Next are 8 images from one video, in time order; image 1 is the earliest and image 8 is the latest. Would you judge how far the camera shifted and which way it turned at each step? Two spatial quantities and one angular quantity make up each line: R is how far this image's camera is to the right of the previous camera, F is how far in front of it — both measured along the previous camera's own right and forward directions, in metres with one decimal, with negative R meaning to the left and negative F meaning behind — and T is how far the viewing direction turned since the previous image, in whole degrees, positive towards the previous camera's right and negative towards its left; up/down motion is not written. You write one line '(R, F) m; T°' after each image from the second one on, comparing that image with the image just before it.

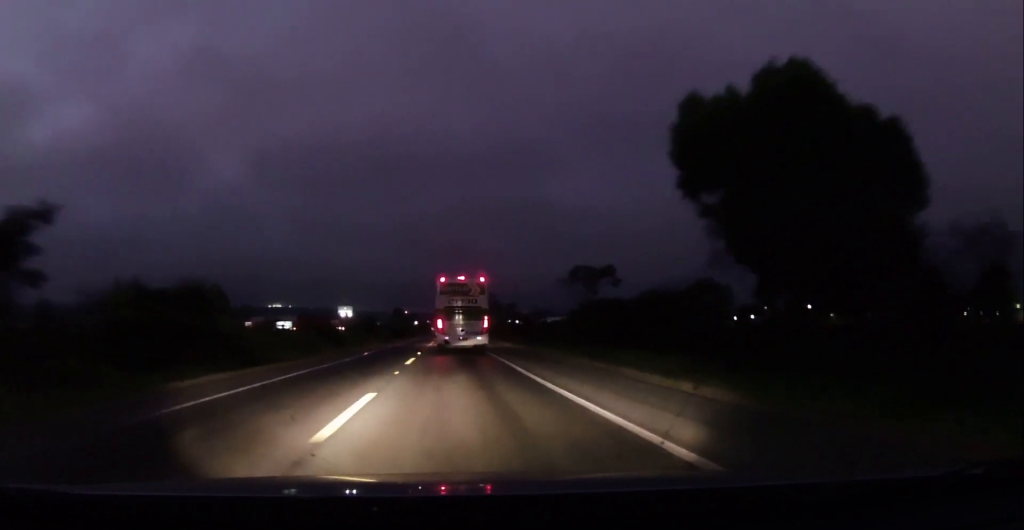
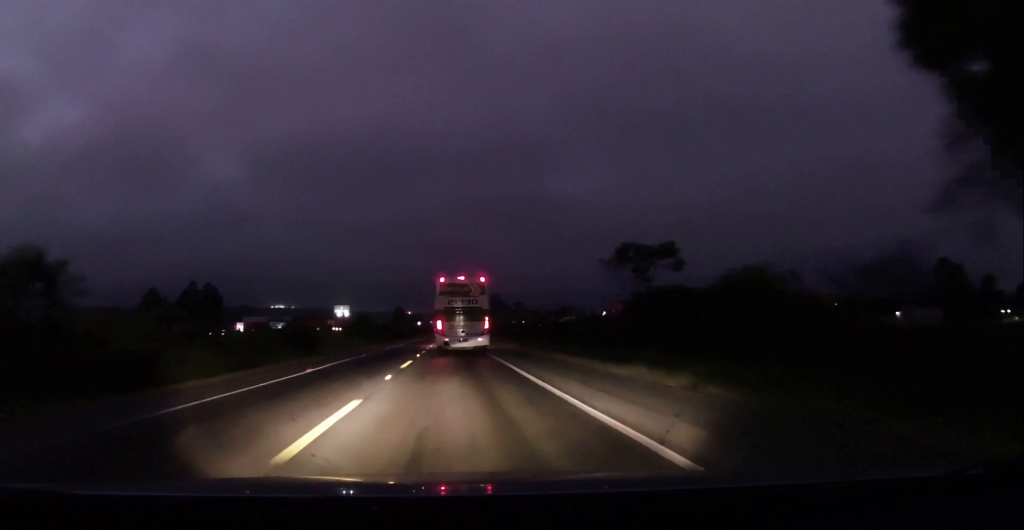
(+0.3, +16.6) m; +1°
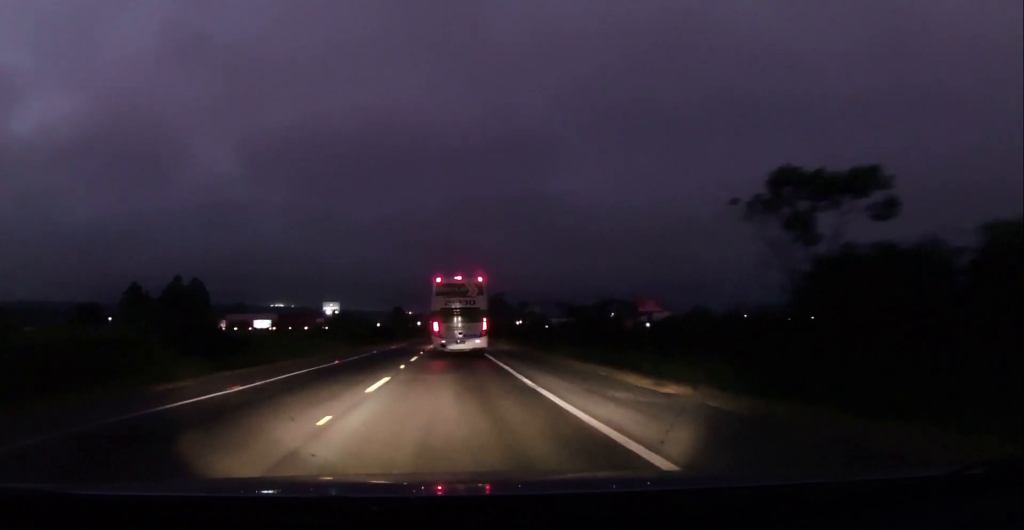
(+0.1, +23.6) m; +1°
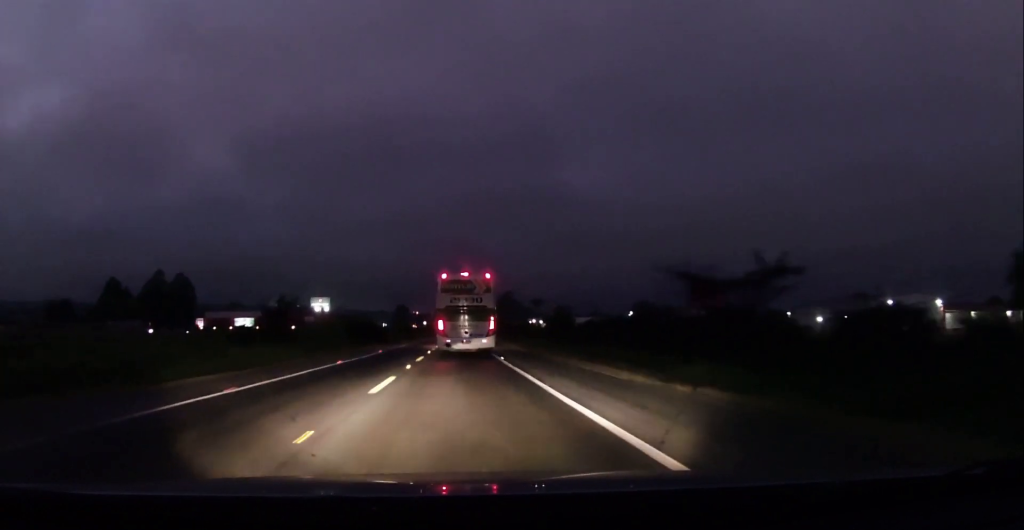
(+0.1, +30.6) m; -1°
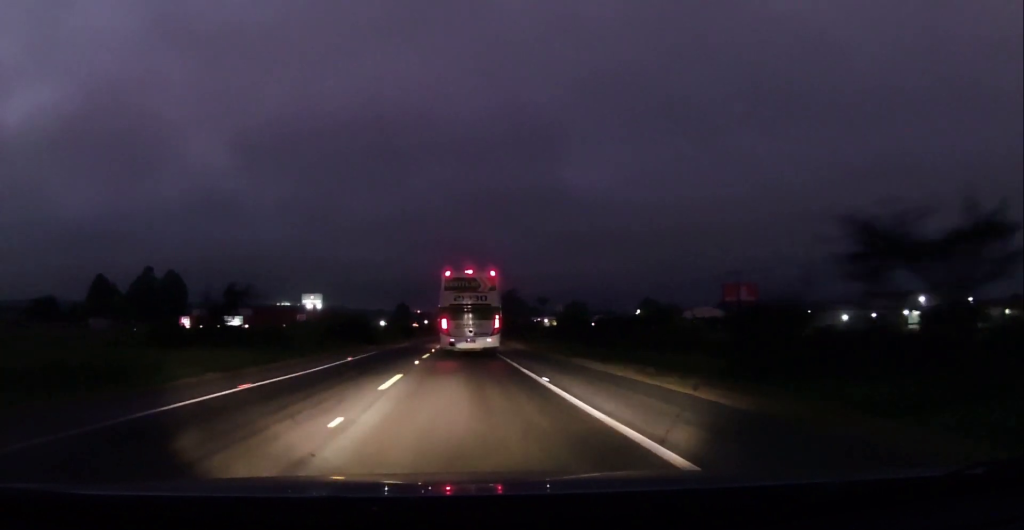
(-0.2, +13.7) m; -1°
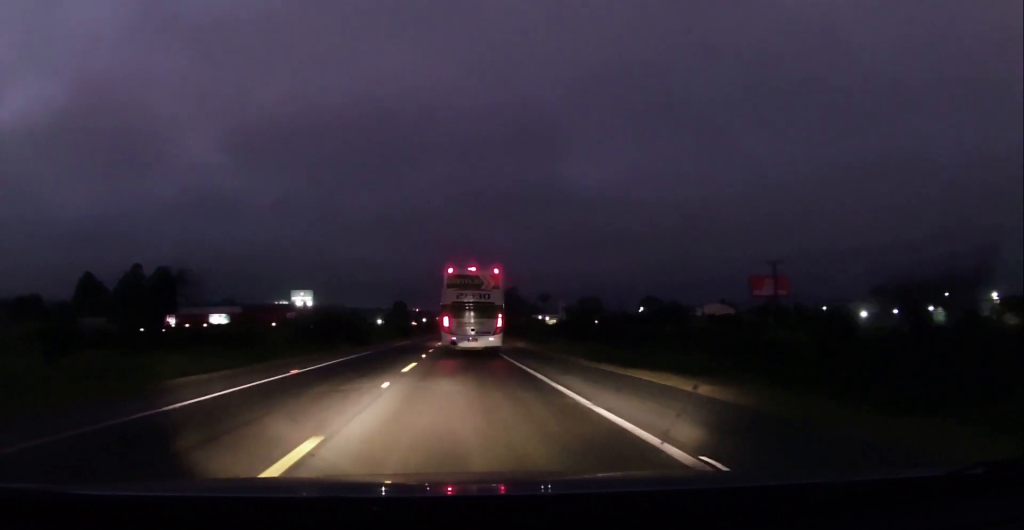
(-0.1, +10.6) m; -1°
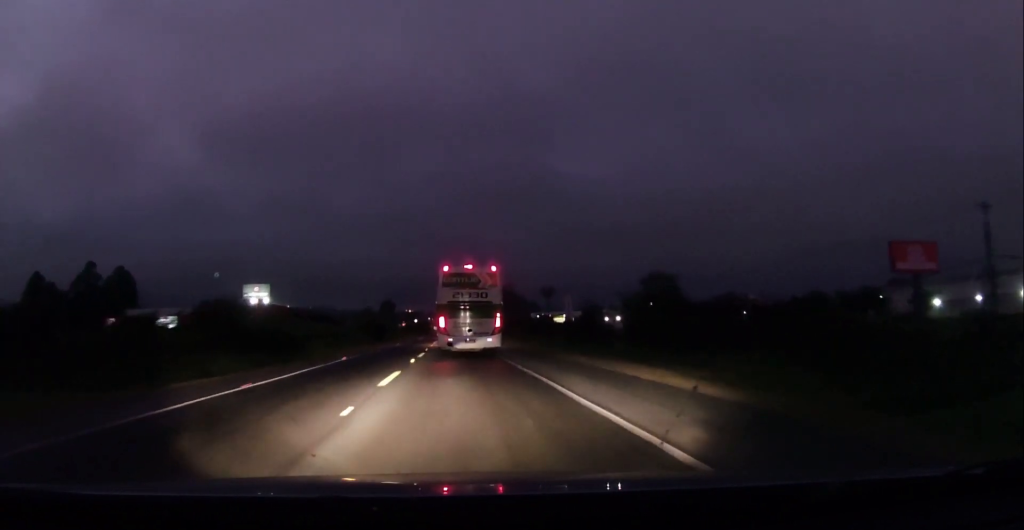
(-0.3, +35.2) m; +1°
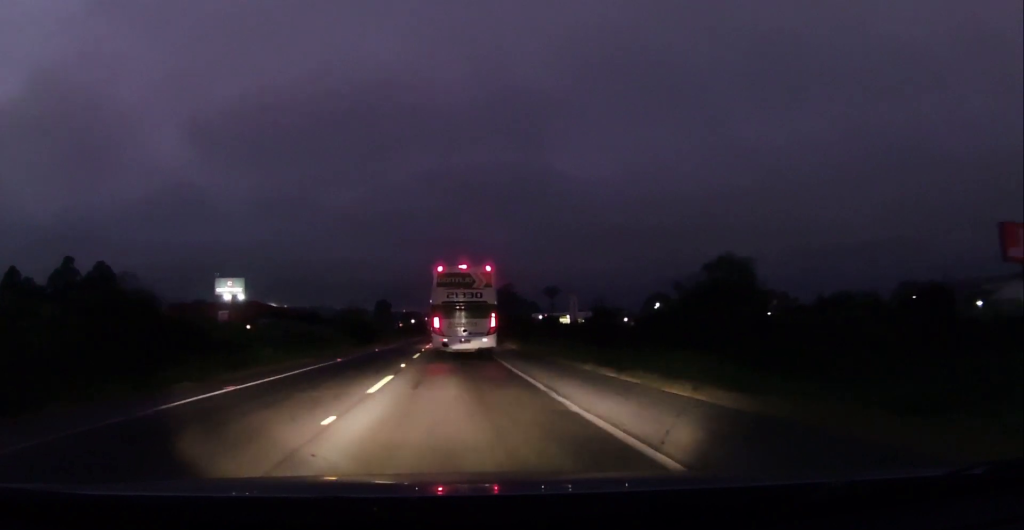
(+0.4, +16.3) m; +1°
